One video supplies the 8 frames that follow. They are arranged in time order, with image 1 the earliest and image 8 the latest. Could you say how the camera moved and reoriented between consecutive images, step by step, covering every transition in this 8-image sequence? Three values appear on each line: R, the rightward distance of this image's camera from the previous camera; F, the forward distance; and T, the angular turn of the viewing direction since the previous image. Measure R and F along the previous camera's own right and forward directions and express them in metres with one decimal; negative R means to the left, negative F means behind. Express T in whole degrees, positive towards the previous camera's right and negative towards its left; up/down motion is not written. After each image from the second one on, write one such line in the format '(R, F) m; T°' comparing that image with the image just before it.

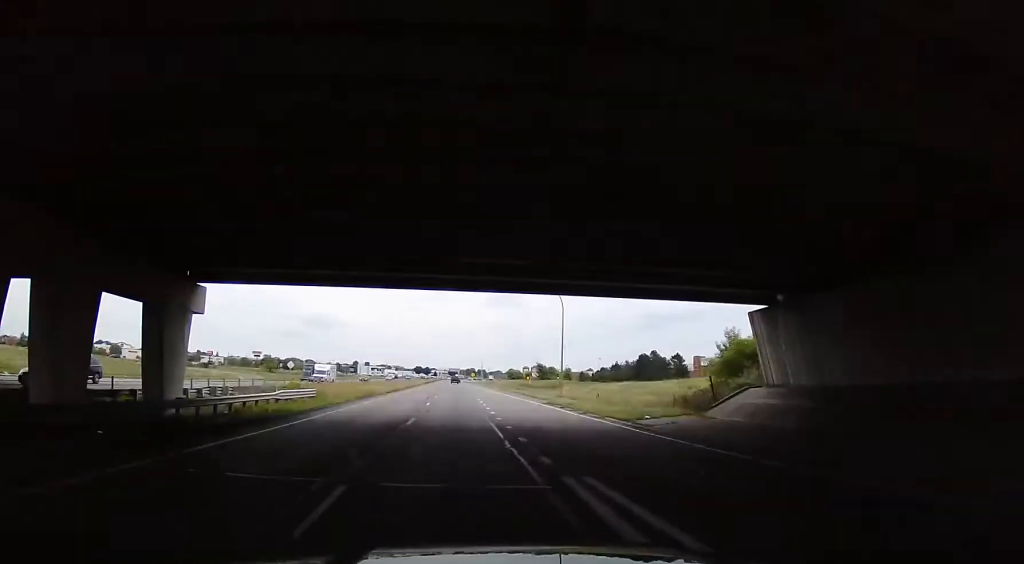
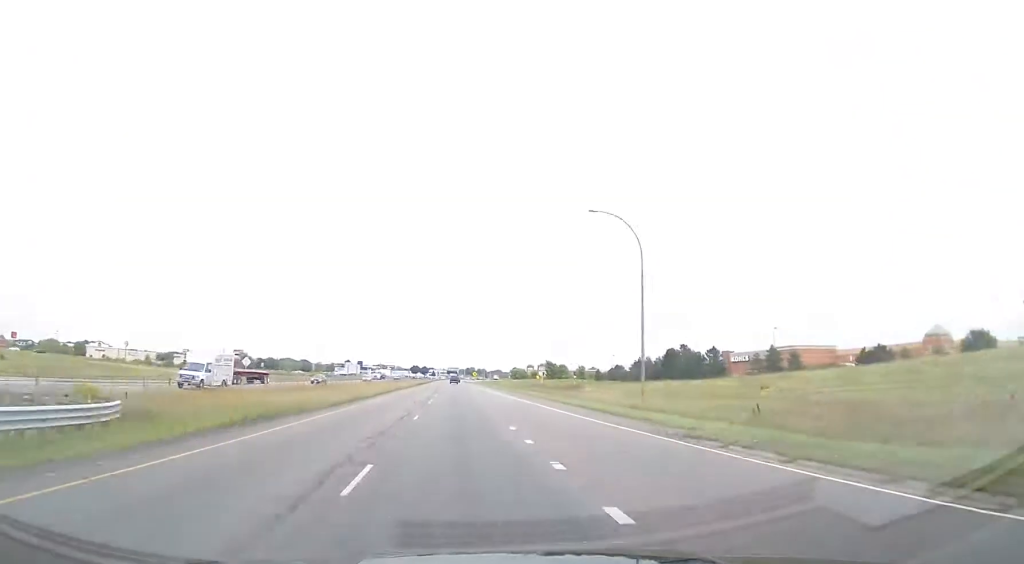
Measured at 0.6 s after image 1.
(0.0, +28.1) m; 0°
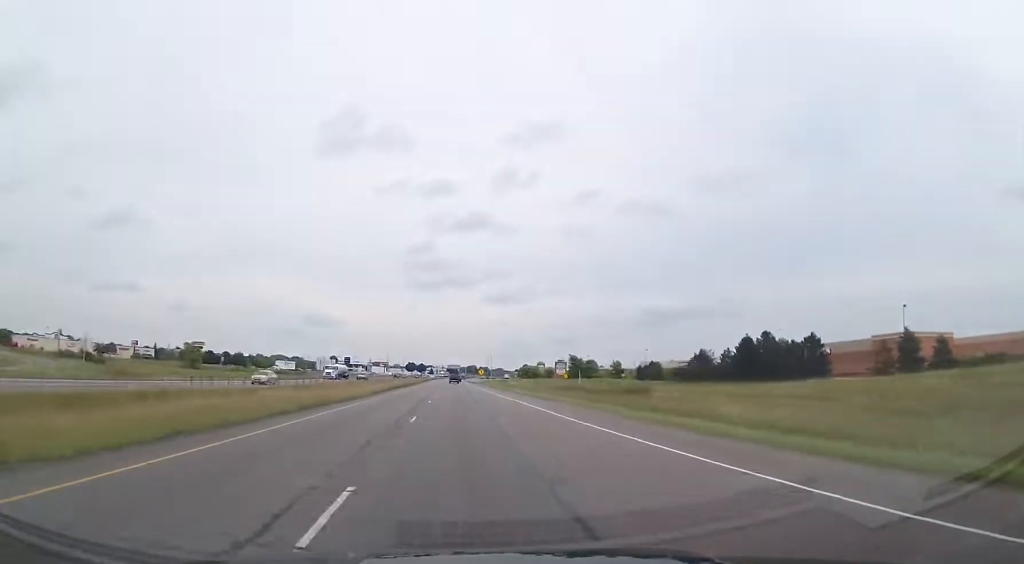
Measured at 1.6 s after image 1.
(0.0, +48.4) m; 0°
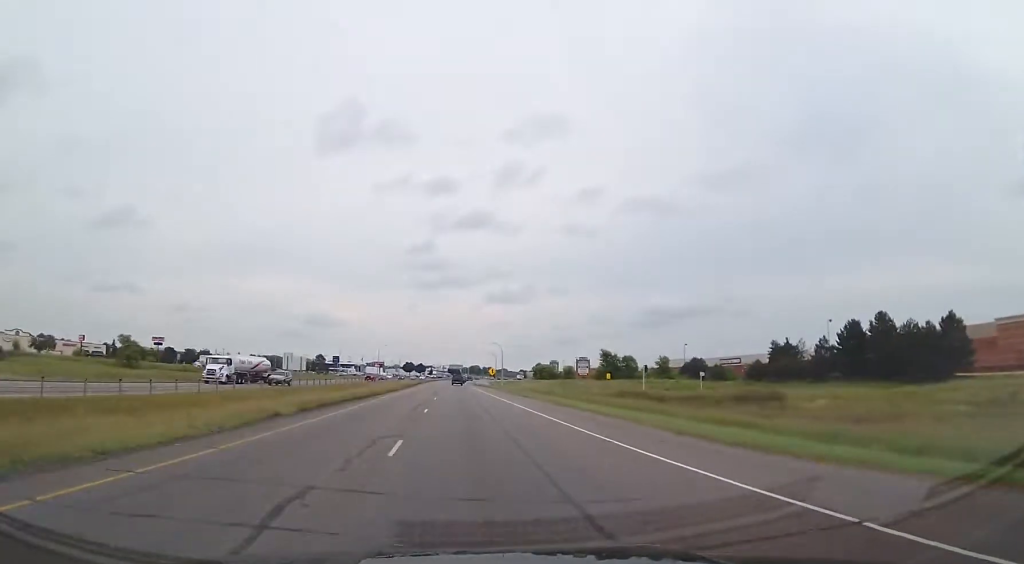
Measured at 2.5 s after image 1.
(+0.2, +38.7) m; 0°
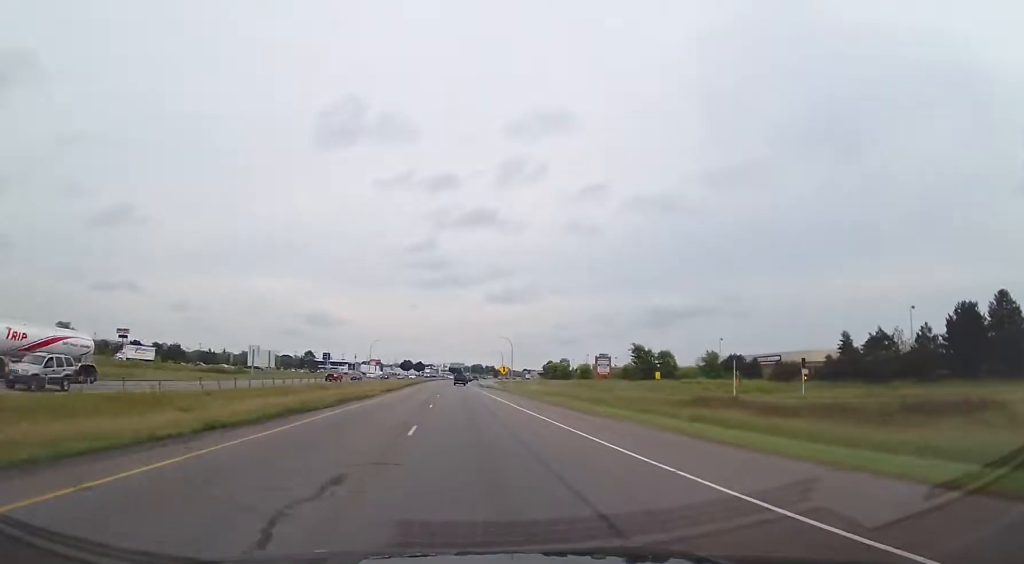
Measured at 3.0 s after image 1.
(+0.4, +26.1) m; 0°
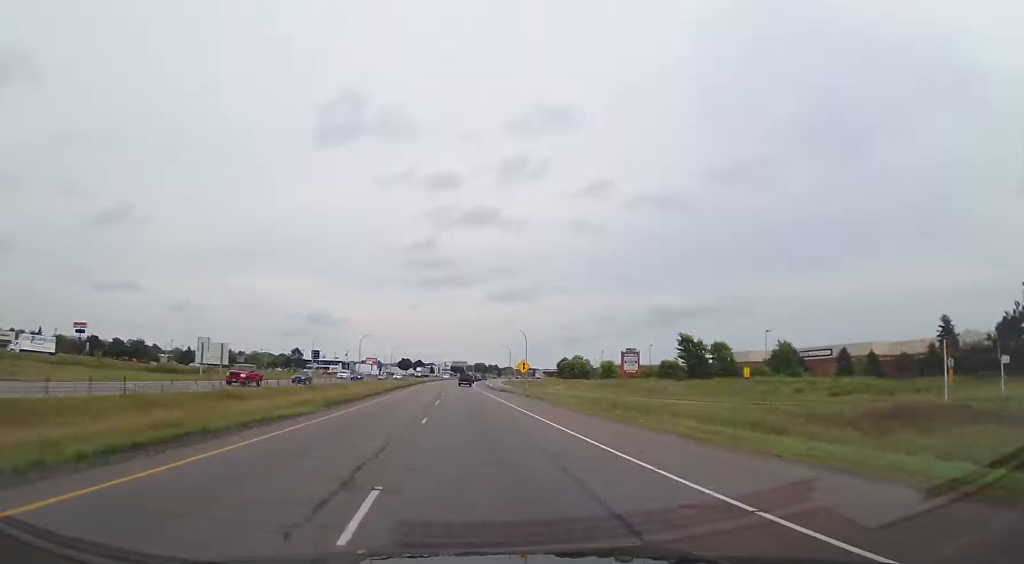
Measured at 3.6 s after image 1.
(-0.6, +25.5) m; 0°
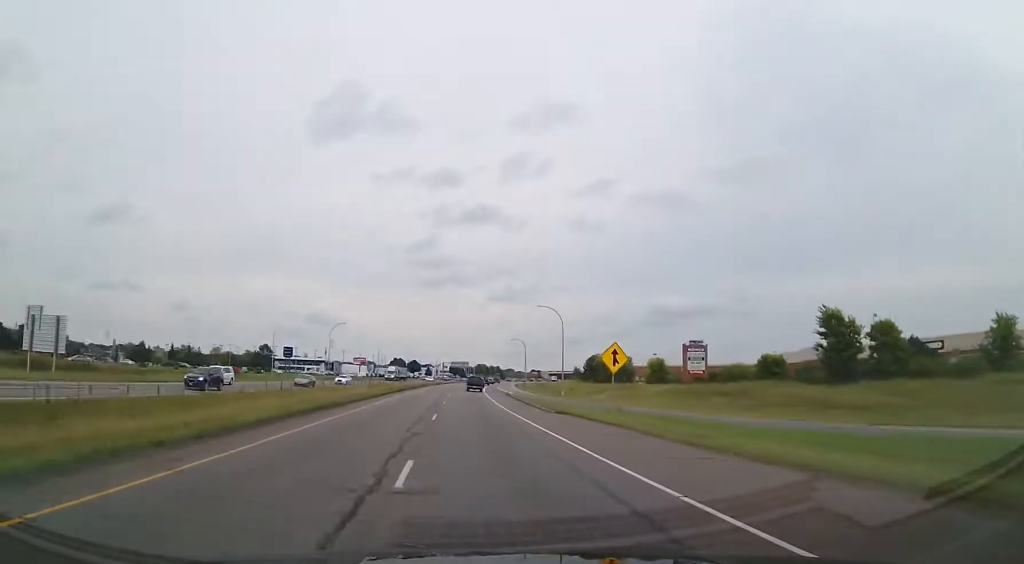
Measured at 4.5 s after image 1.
(+0.2, +41.7) m; 0°
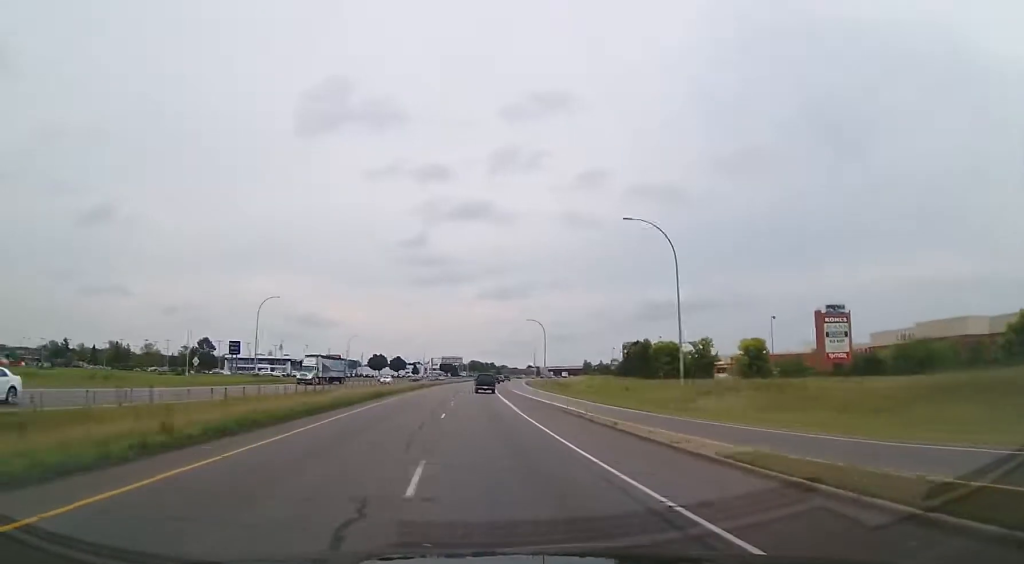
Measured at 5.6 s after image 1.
(+0.2, +45.6) m; +1°
